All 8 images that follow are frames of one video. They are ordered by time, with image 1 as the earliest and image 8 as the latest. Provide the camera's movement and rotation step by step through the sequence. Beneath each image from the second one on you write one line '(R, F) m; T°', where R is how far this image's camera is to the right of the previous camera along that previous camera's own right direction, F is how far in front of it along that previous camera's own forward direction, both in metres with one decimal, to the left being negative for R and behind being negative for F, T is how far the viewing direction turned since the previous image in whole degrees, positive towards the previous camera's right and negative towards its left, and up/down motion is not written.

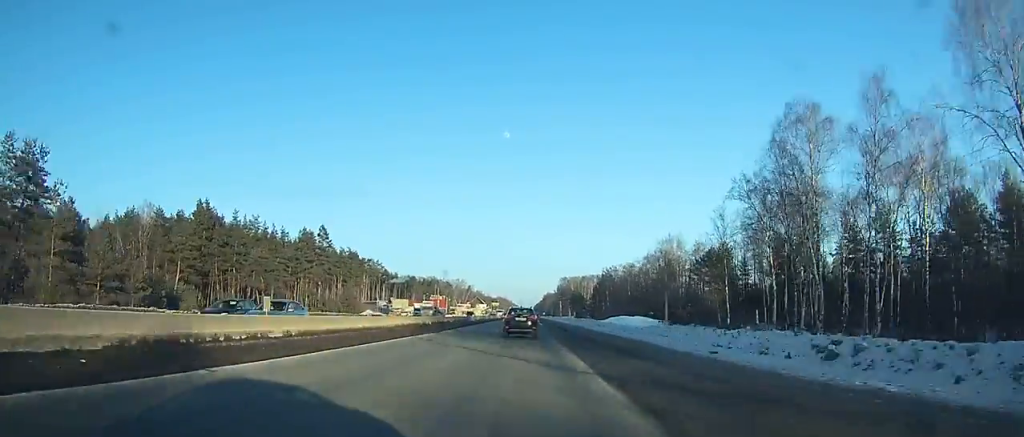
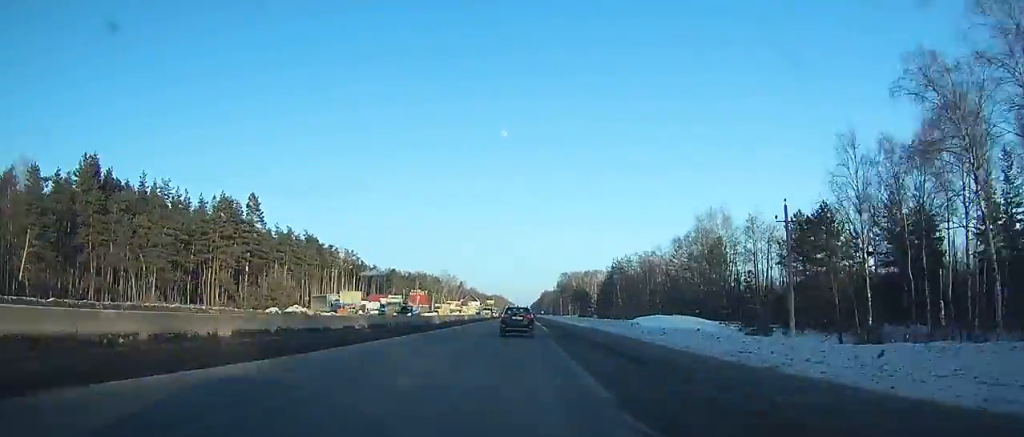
(-0.2, +32.1) m; 0°
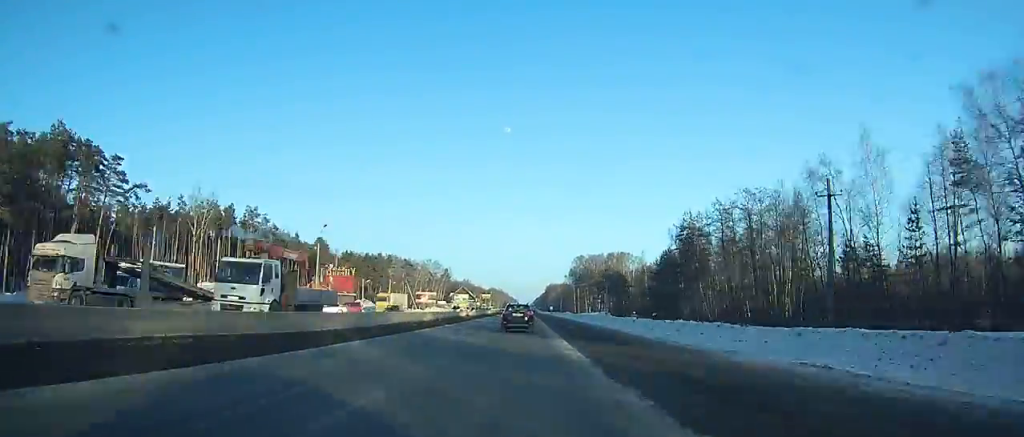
(-0.4, +78.1) m; 0°
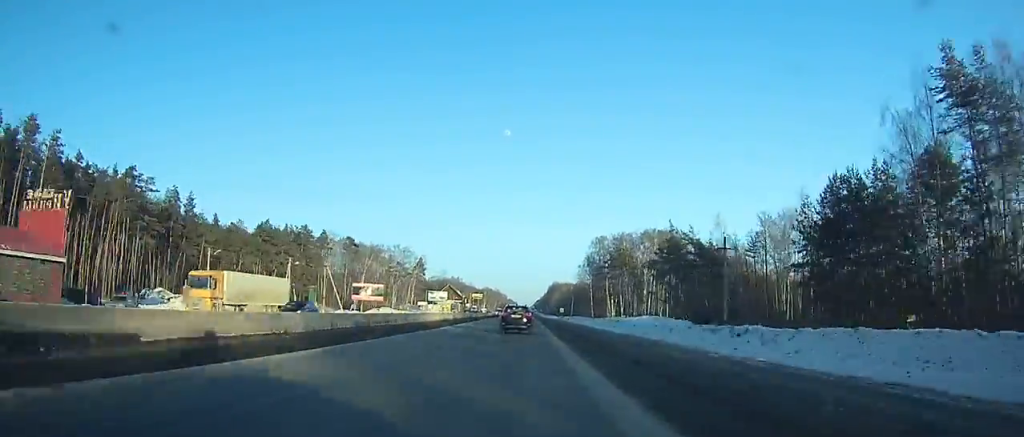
(+0.4, +65.0) m; -1°
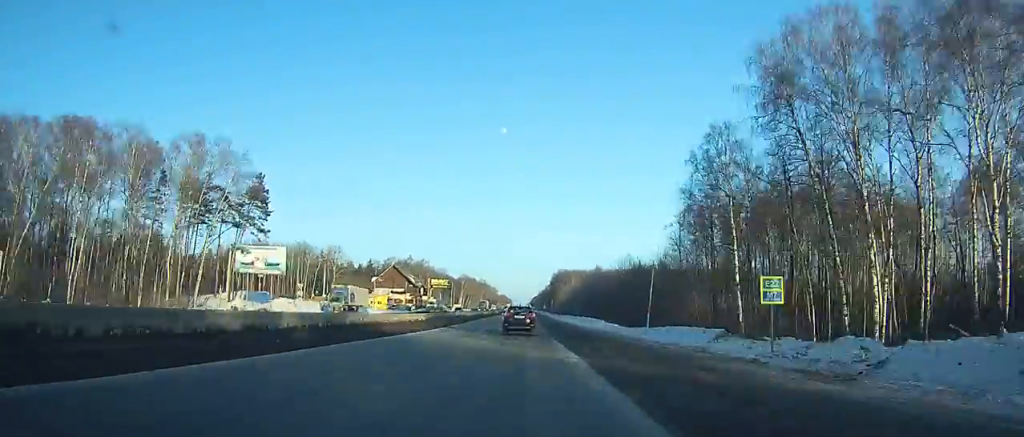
(-0.6, +129.0) m; +1°
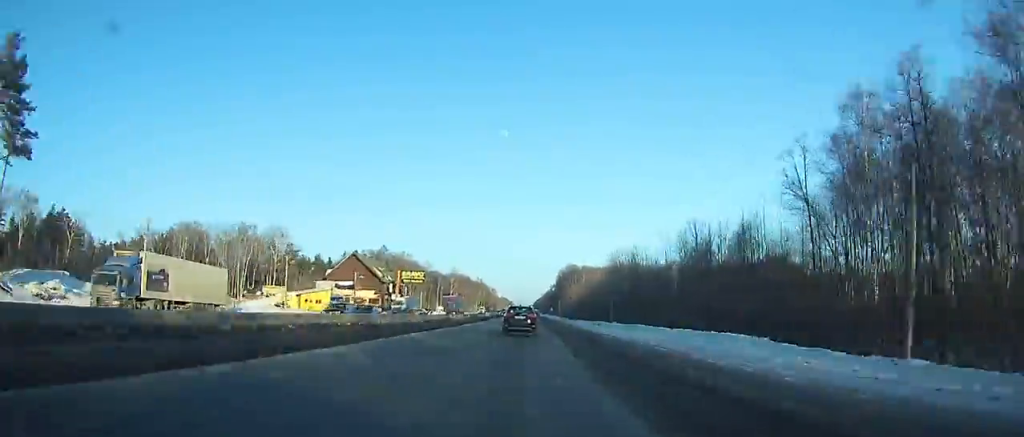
(+0.5, +50.8) m; 0°
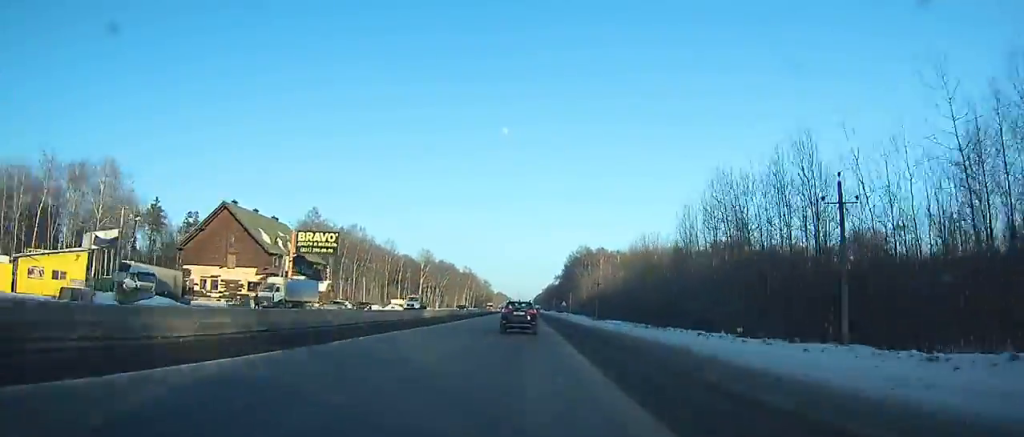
(-0.2, +69.1) m; 0°
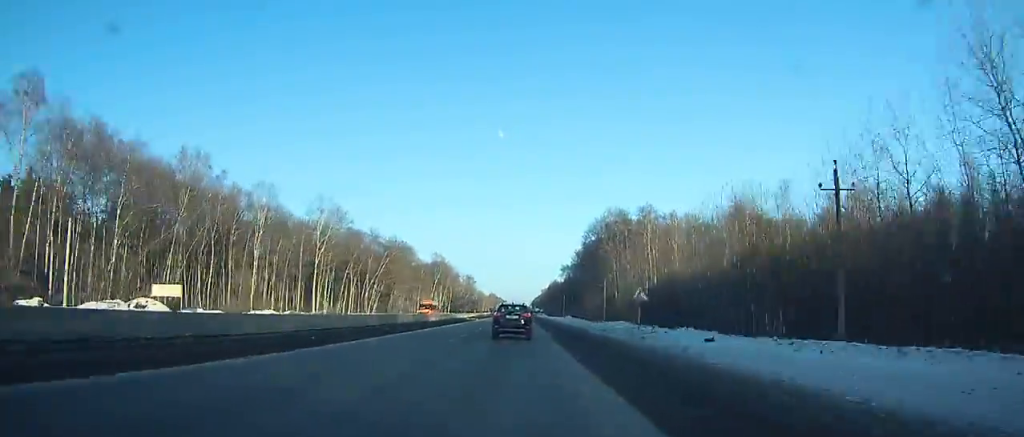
(0.0, +83.6) m; 0°
